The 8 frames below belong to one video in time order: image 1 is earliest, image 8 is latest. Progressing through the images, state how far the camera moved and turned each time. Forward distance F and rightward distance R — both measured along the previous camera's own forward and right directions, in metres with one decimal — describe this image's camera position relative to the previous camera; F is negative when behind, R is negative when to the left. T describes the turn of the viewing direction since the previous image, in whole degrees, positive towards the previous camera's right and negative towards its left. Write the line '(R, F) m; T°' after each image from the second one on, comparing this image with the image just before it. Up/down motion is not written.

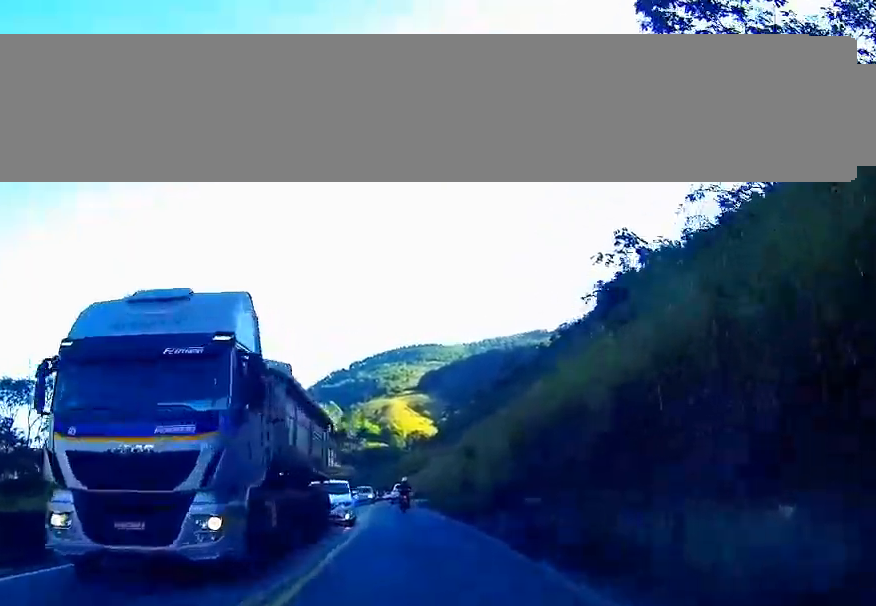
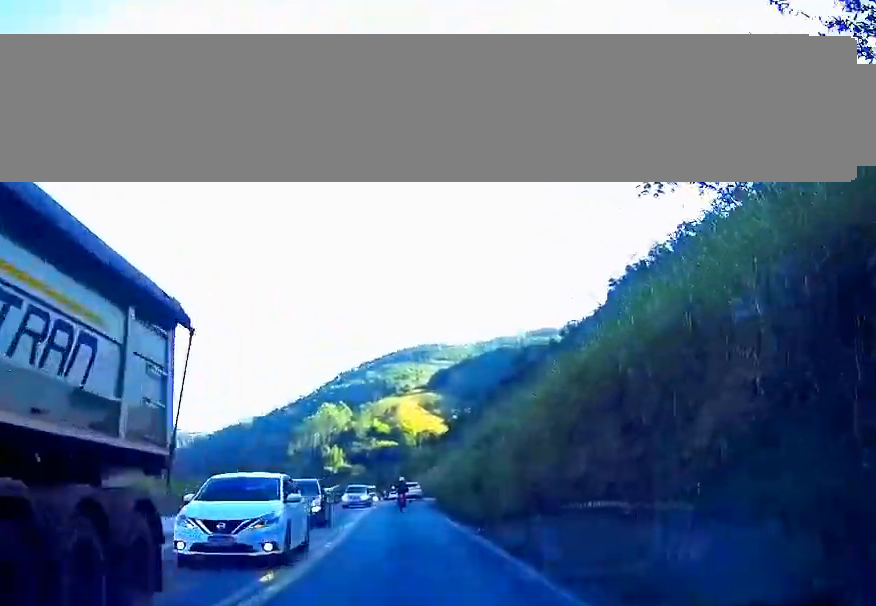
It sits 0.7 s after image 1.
(+0.1, +7.8) m; 0°
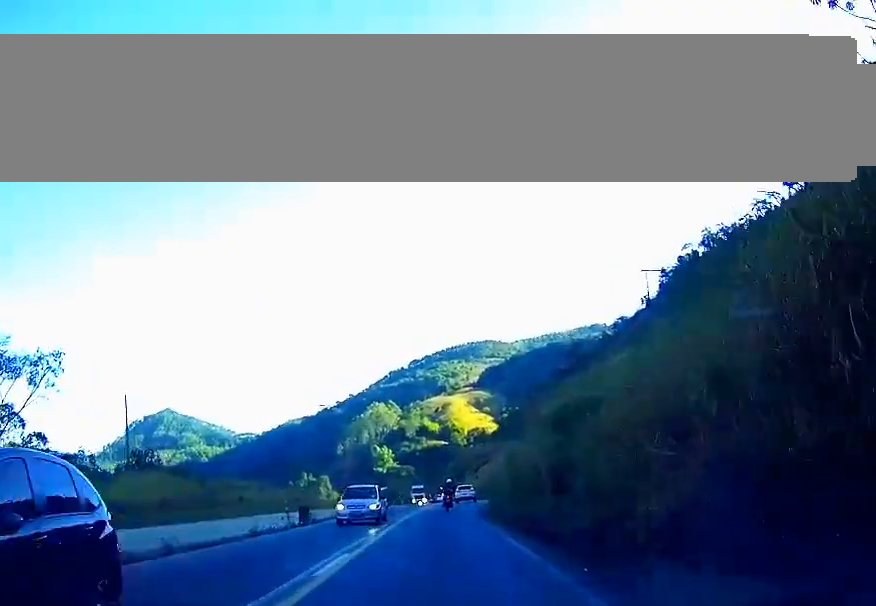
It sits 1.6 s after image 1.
(-0.1, +11.7) m; -2°
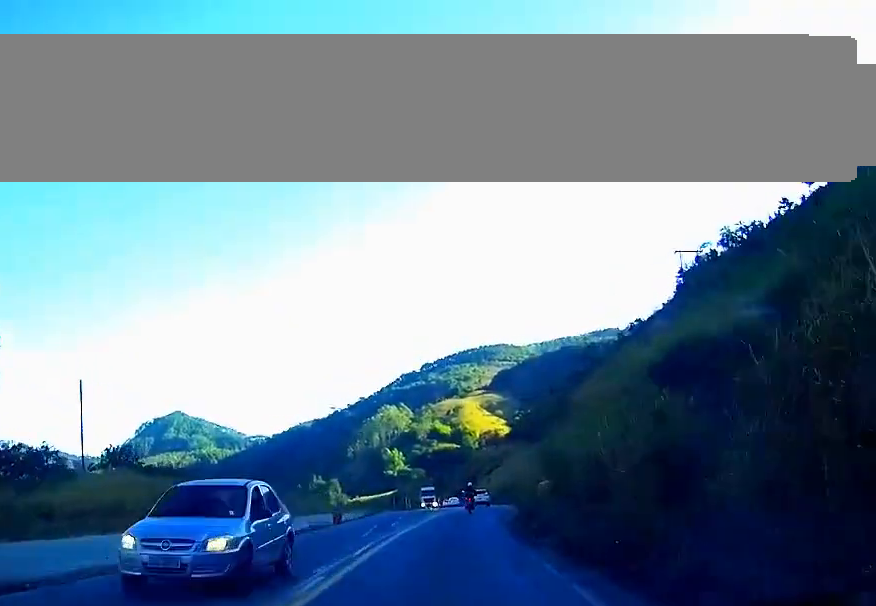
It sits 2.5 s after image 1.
(-0.2, +10.9) m; -2°
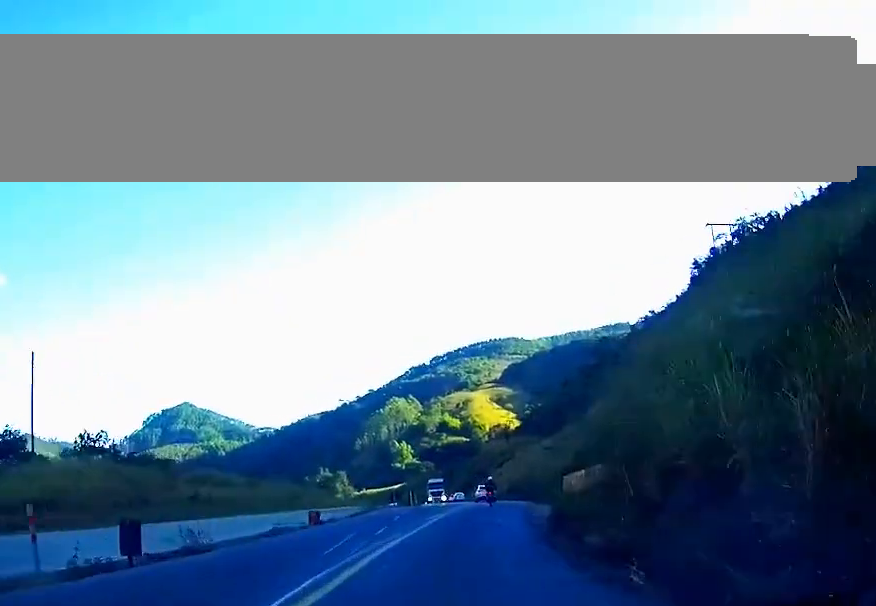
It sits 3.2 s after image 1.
(0.0, +8.6) m; -1°
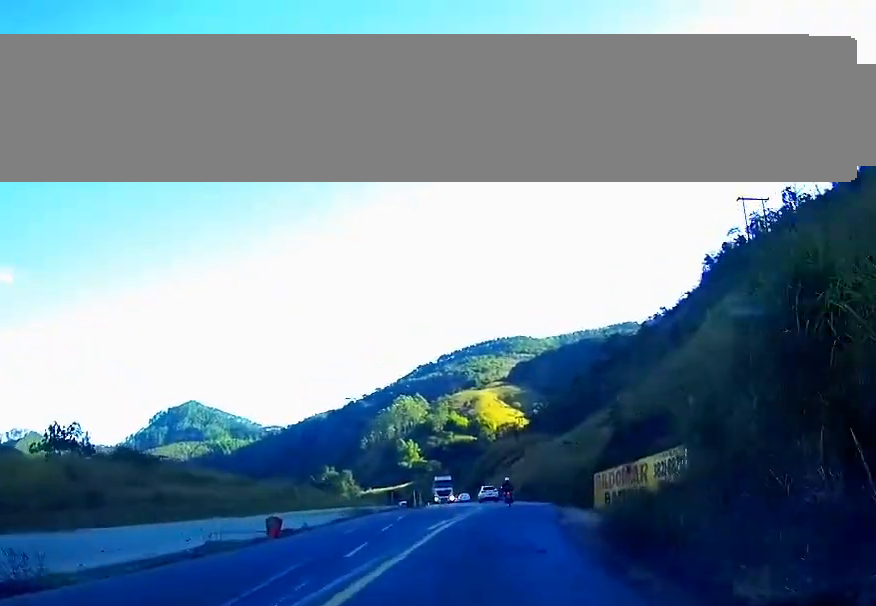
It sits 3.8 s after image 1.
(-0.1, +8.0) m; 0°
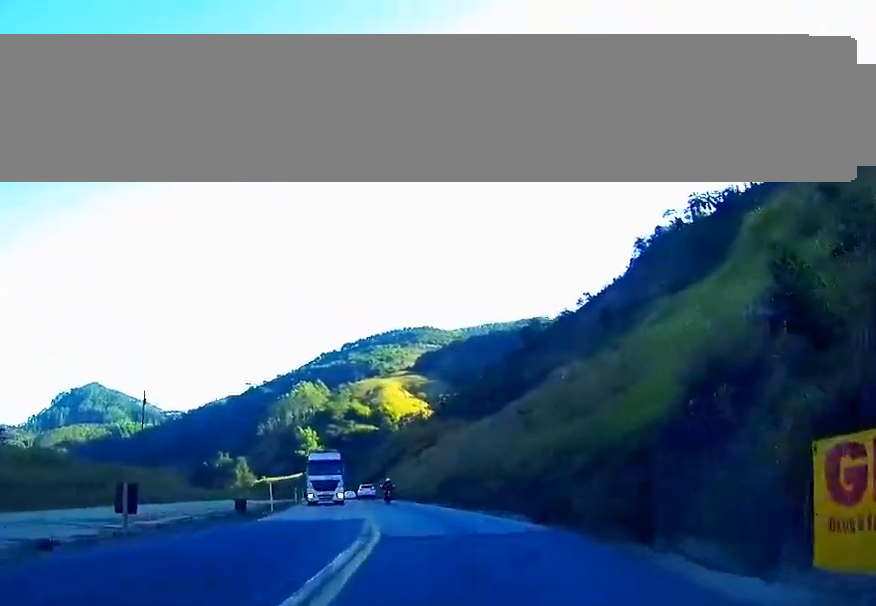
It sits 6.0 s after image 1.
(+0.4, +30.2) m; +3°
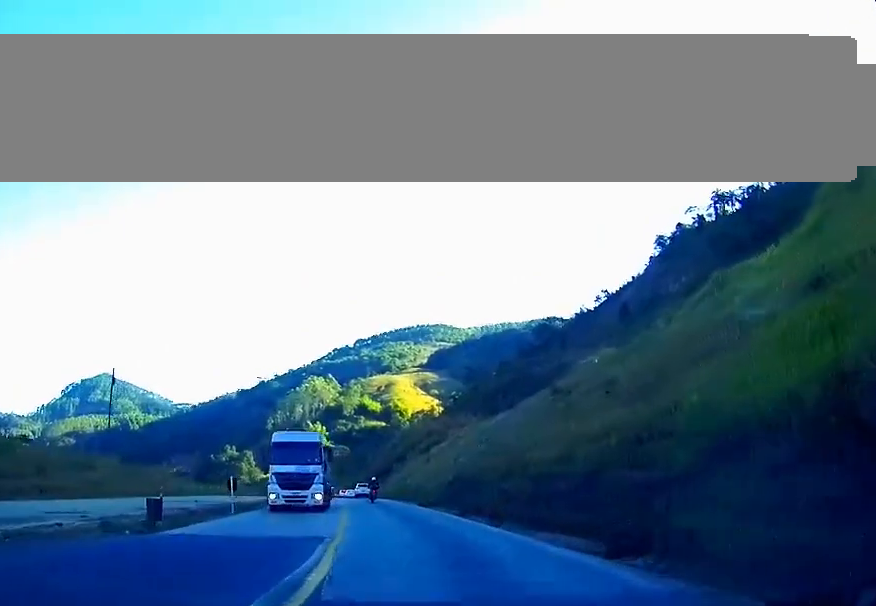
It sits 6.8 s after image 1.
(+0.2, +11.1) m; 0°
